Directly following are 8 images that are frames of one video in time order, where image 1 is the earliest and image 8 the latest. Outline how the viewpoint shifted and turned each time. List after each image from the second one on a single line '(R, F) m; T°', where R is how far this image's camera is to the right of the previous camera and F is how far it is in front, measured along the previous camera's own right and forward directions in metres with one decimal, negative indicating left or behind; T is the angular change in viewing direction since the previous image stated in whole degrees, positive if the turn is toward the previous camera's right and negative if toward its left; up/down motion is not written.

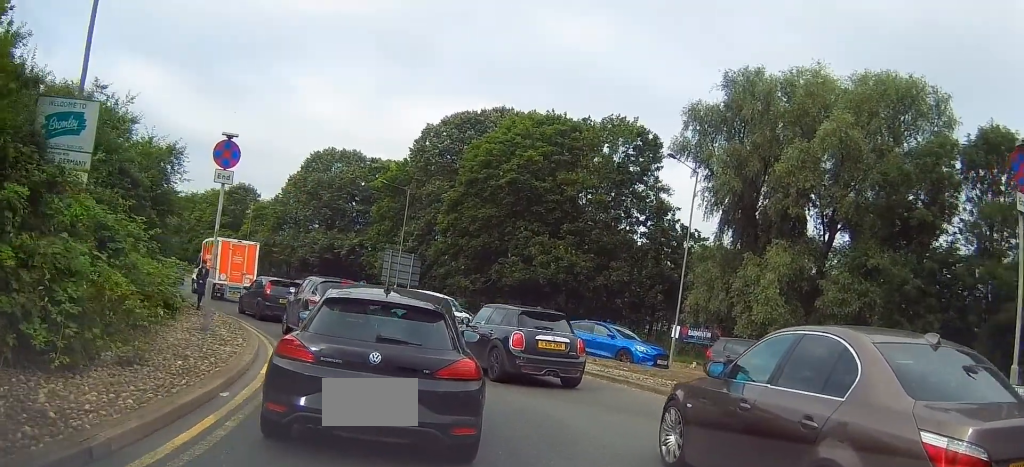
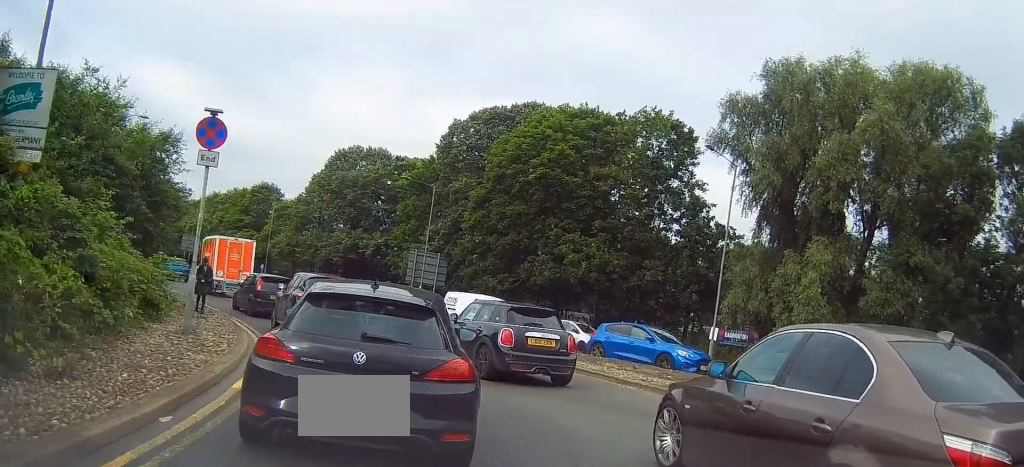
(-0.2, +1.9) m; 0°
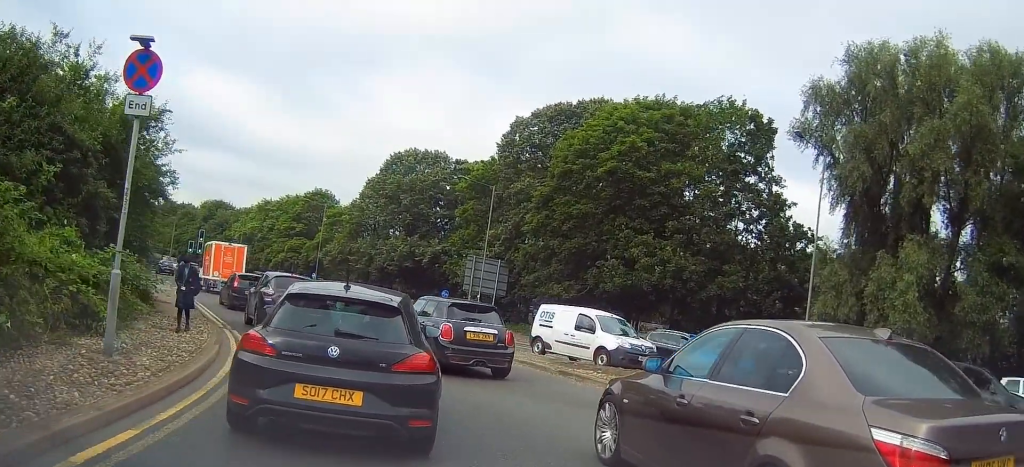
(0.0, +4.6) m; -9°
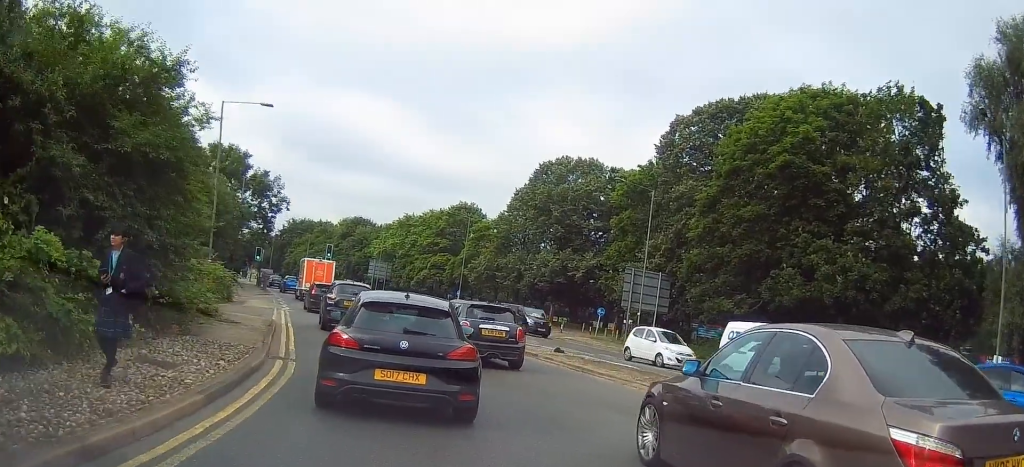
(-1.0, +4.7) m; -15°
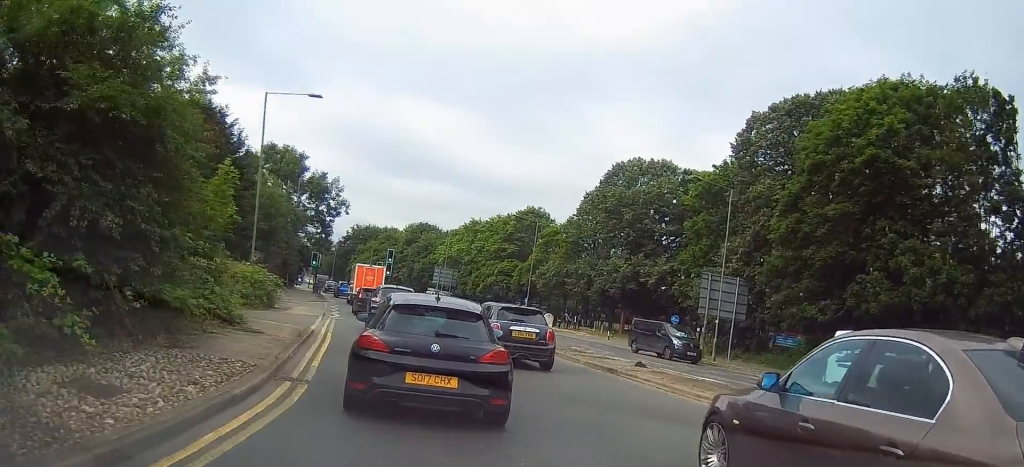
(0.0, +2.4) m; -3°
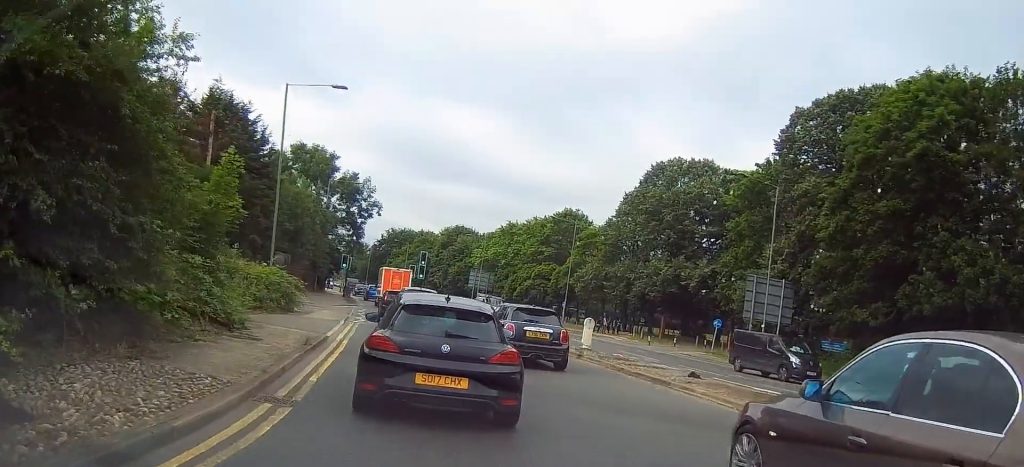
(+0.1, +1.9) m; -4°
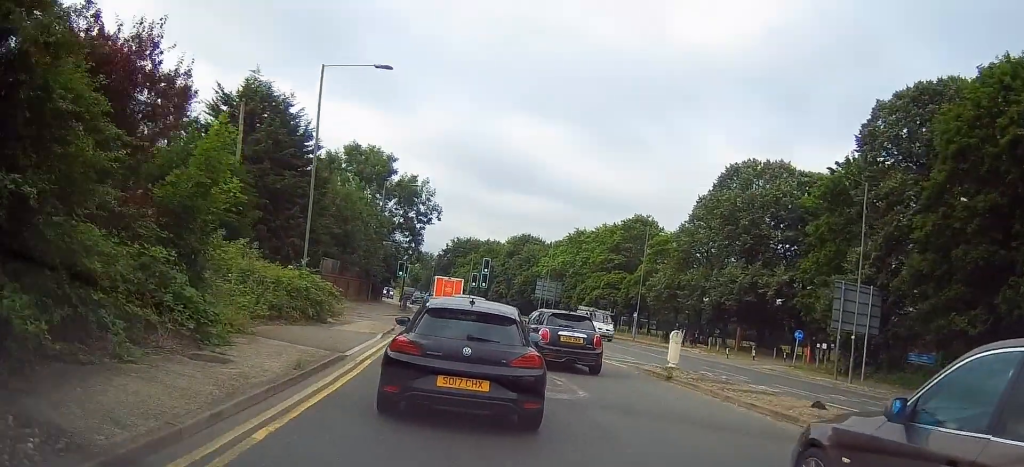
(-0.4, +3.8) m; -6°
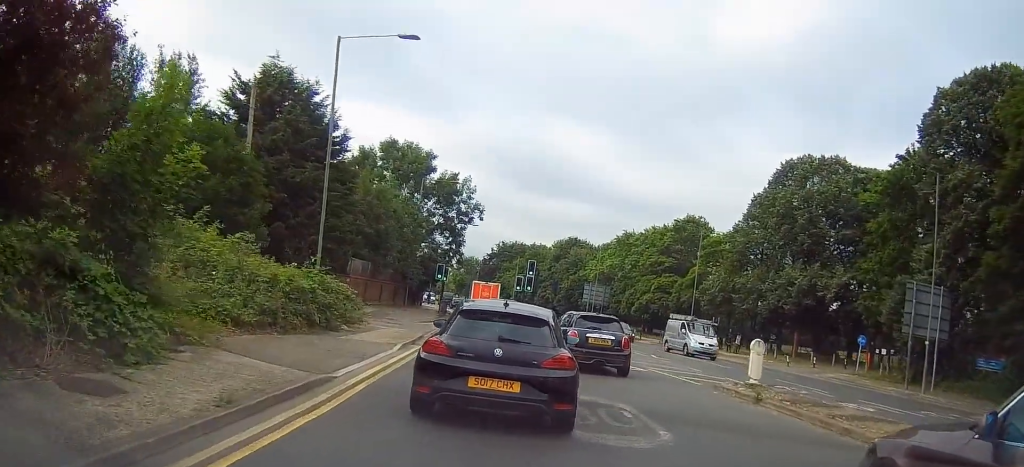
(-0.1, +3.5) m; -3°
